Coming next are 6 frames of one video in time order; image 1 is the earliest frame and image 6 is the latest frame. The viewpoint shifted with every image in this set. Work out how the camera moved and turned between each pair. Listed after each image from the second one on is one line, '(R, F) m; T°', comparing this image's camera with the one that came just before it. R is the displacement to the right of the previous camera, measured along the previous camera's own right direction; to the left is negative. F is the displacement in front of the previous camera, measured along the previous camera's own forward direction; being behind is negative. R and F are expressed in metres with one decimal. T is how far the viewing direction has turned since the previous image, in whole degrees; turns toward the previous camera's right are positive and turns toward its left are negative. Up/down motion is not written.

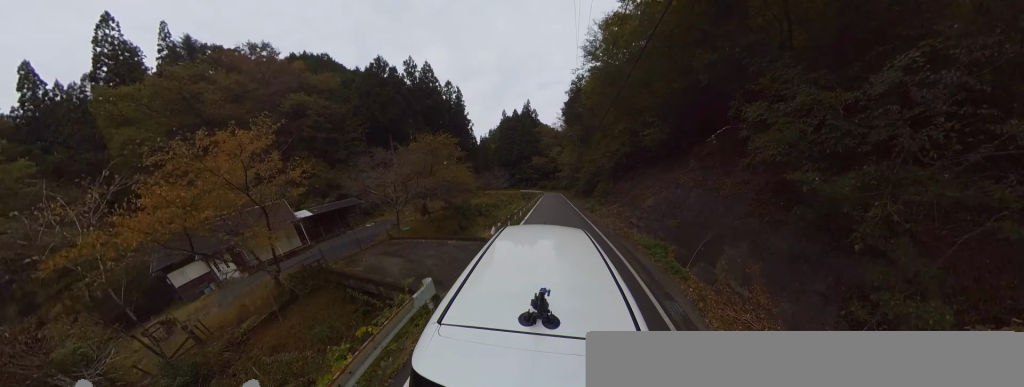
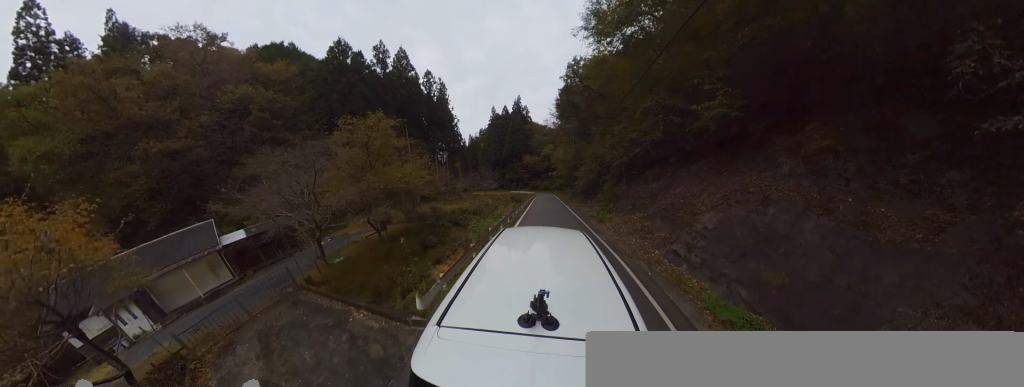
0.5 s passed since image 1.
(+0.2, +5.1) m; +2°
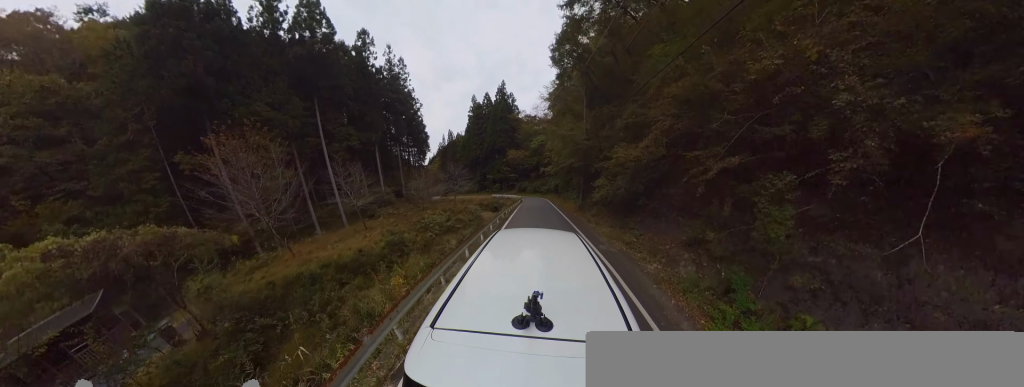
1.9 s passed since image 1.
(0.0, +14.1) m; +2°
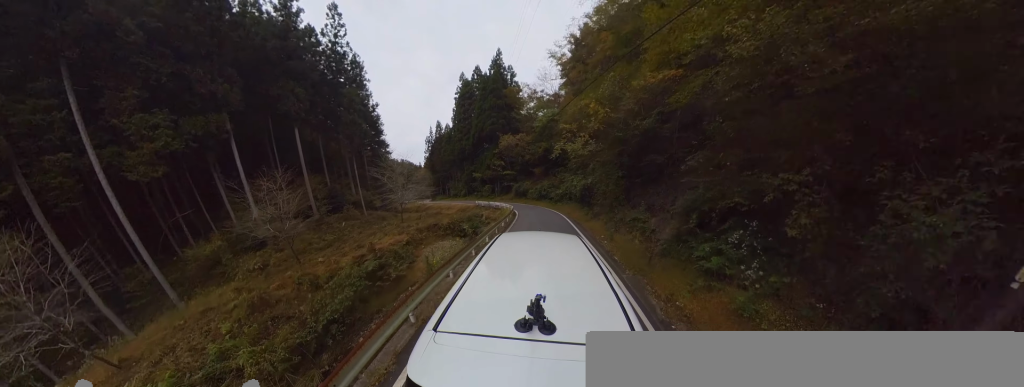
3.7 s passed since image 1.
(+0.2, +16.2) m; -7°
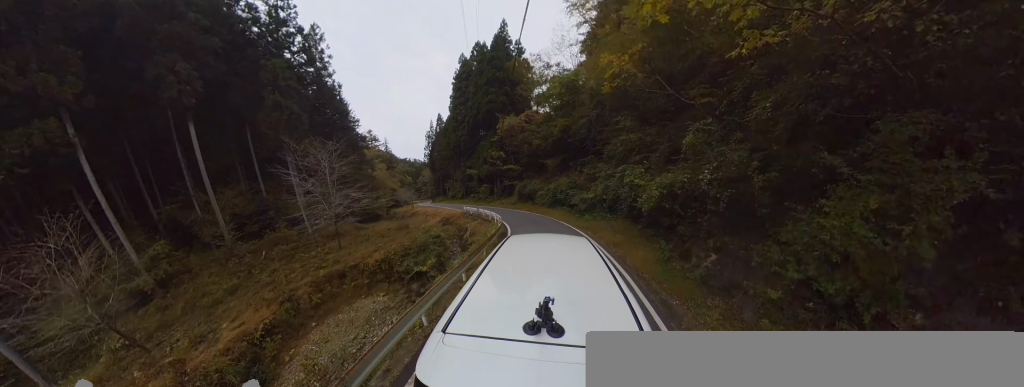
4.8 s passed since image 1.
(-1.0, +8.7) m; -9°
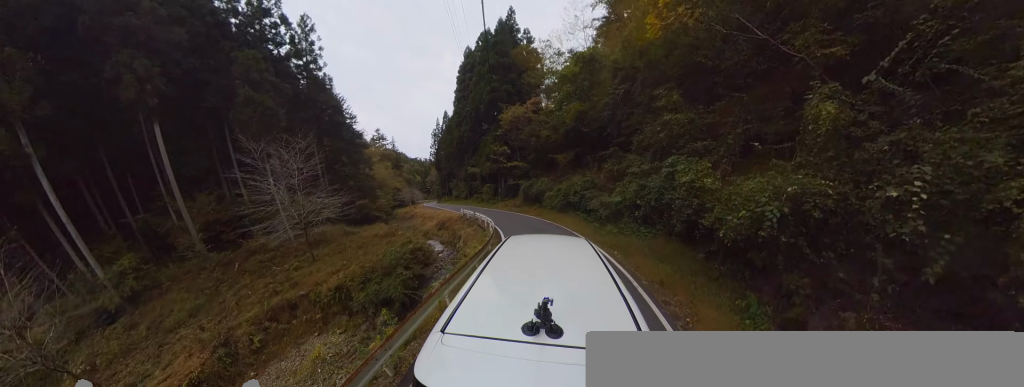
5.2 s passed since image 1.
(+0.3, +3.3) m; -3°
